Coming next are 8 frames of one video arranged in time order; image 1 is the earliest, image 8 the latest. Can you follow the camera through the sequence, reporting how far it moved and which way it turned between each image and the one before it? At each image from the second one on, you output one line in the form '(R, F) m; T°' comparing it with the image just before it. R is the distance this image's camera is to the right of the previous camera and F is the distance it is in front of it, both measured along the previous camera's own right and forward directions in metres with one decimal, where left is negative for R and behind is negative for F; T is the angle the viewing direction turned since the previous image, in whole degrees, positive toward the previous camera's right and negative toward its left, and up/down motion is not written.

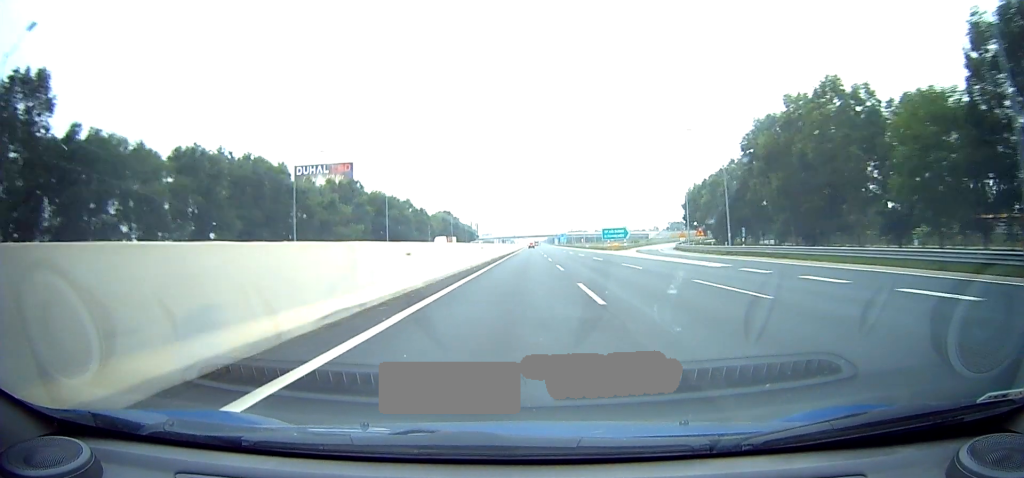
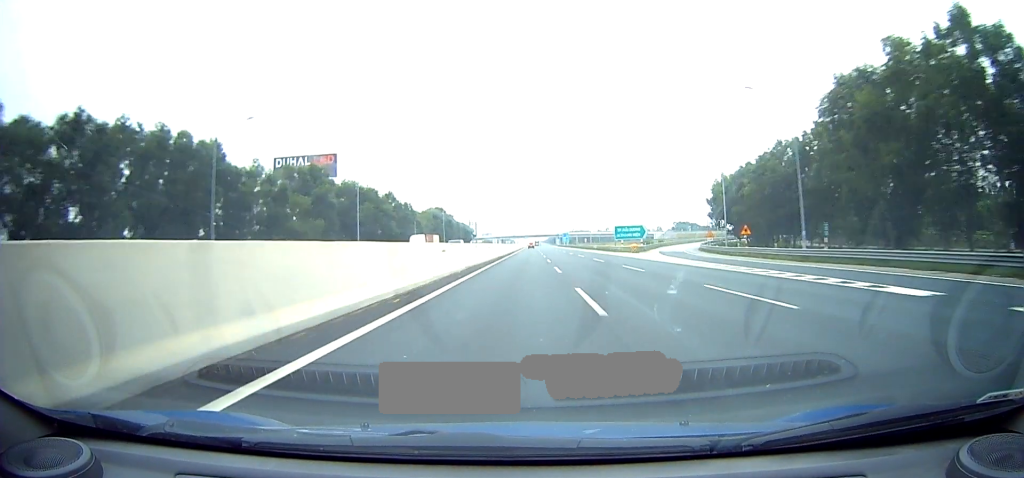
(+0.1, +14.2) m; +1°
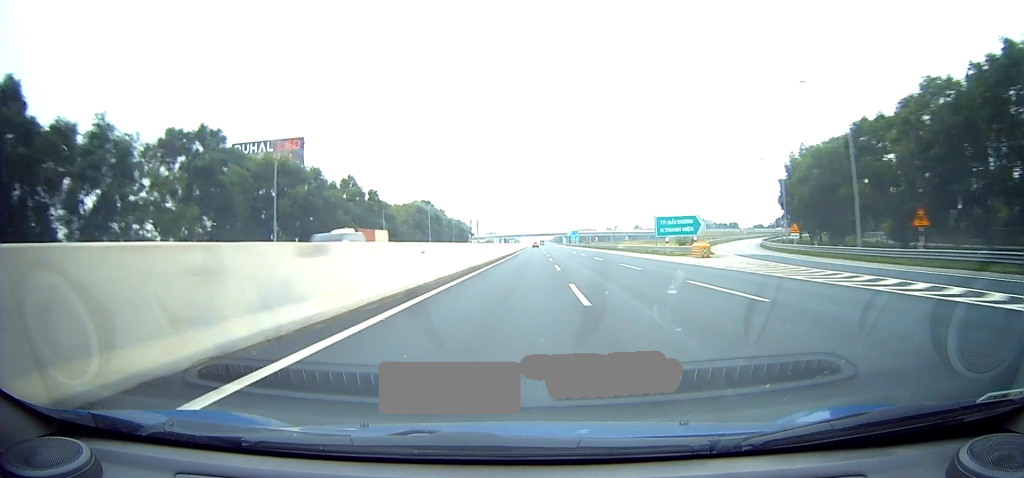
(+0.2, +23.5) m; +1°
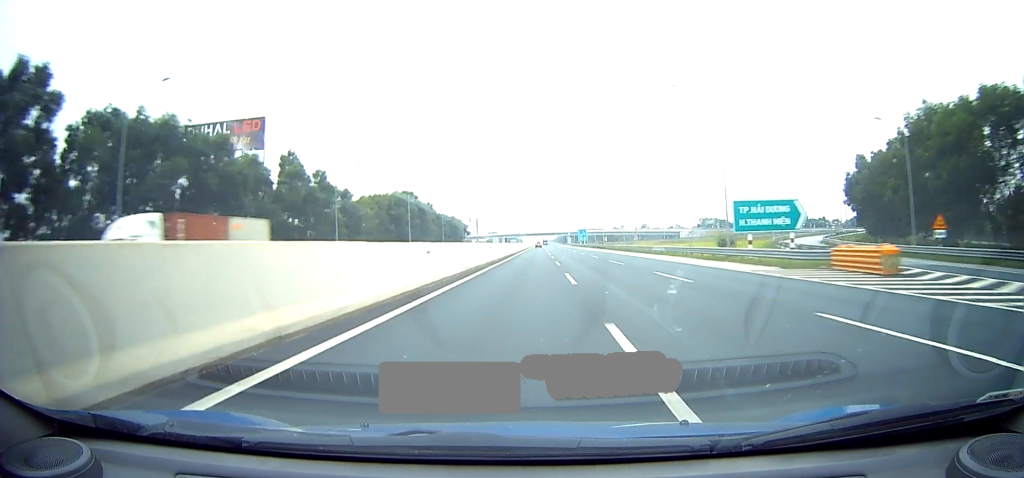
(+0.1, +19.2) m; 0°
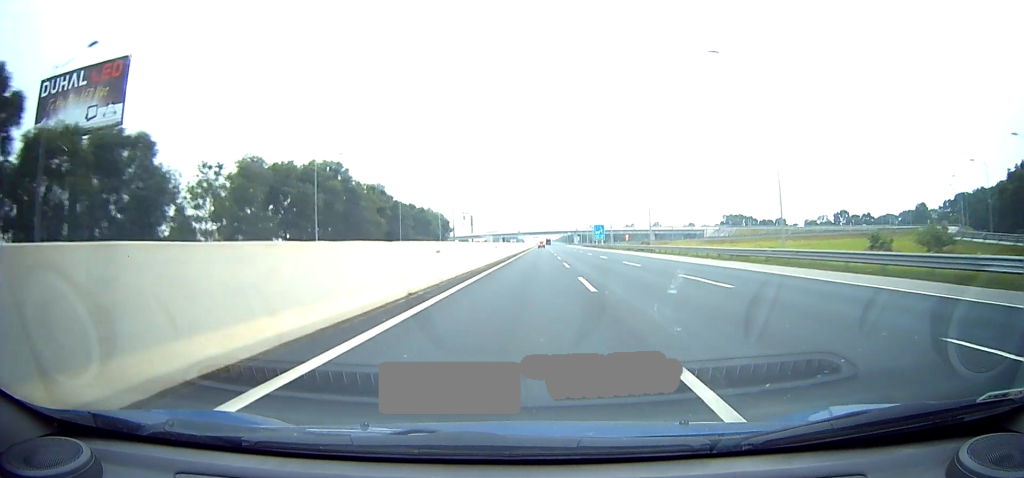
(-0.2, +39.6) m; -3°
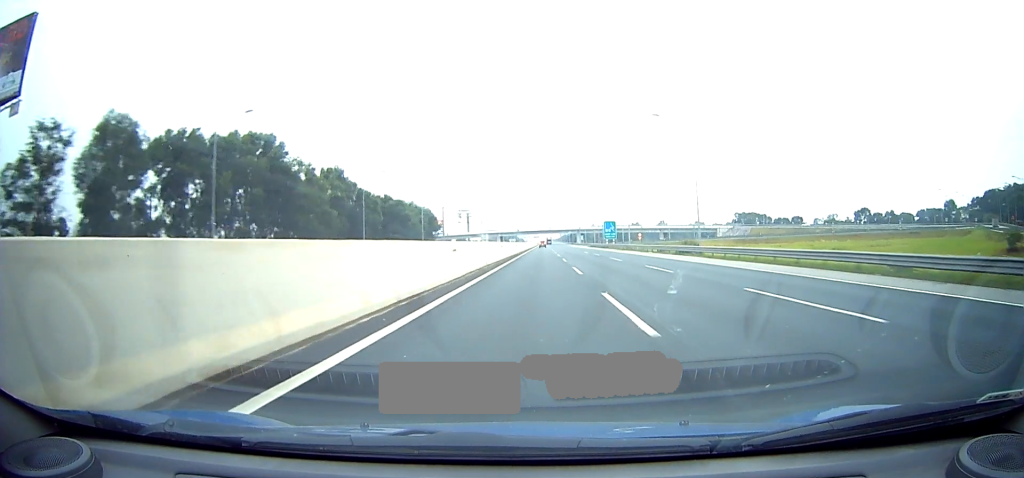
(-0.5, +18.8) m; -1°
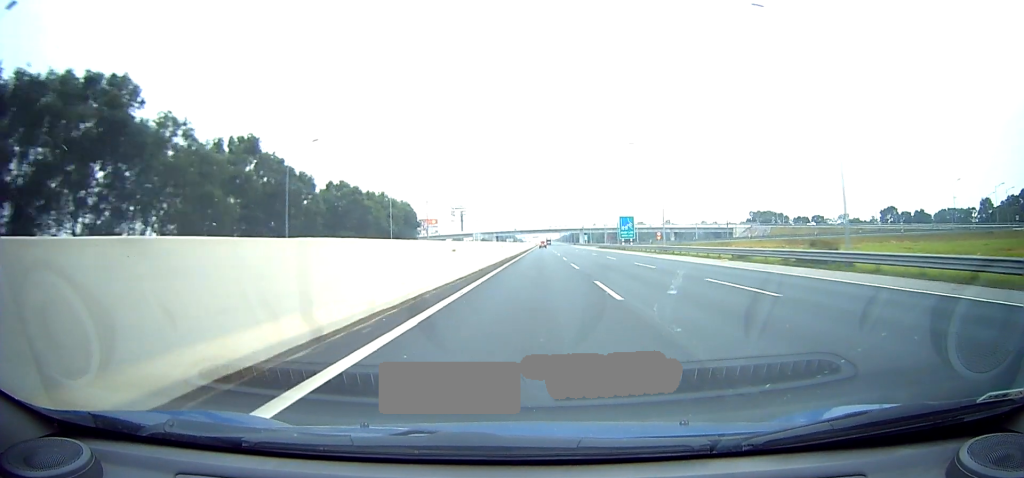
(-0.1, +22.6) m; +1°
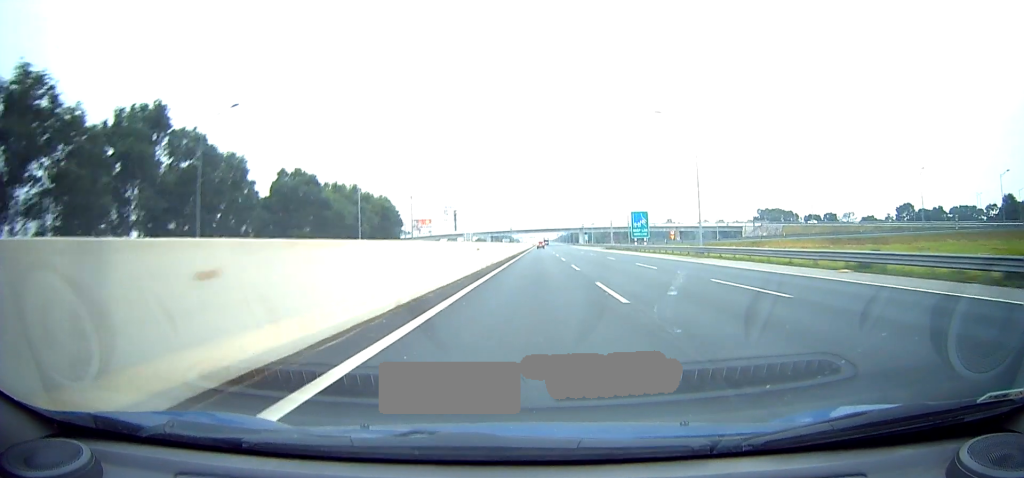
(-0.1, +14.3) m; +1°
